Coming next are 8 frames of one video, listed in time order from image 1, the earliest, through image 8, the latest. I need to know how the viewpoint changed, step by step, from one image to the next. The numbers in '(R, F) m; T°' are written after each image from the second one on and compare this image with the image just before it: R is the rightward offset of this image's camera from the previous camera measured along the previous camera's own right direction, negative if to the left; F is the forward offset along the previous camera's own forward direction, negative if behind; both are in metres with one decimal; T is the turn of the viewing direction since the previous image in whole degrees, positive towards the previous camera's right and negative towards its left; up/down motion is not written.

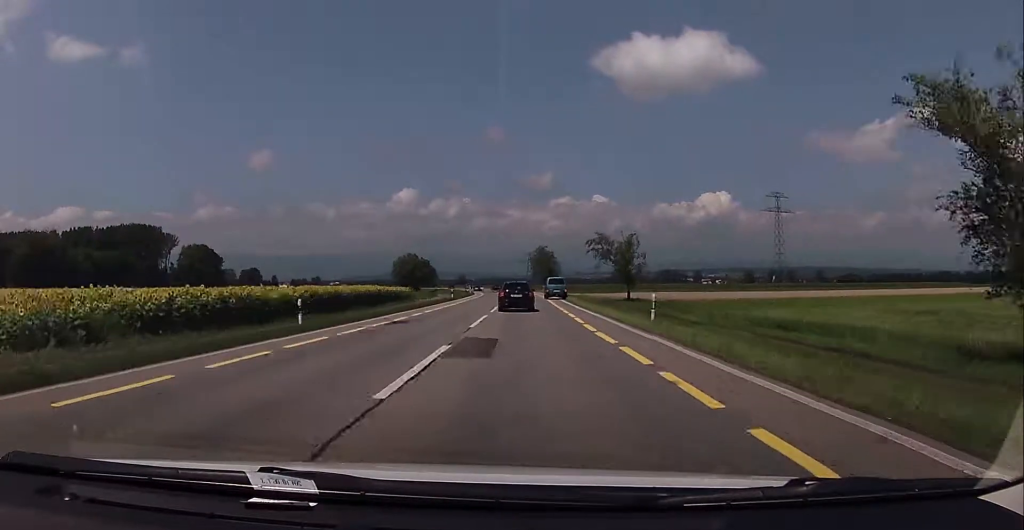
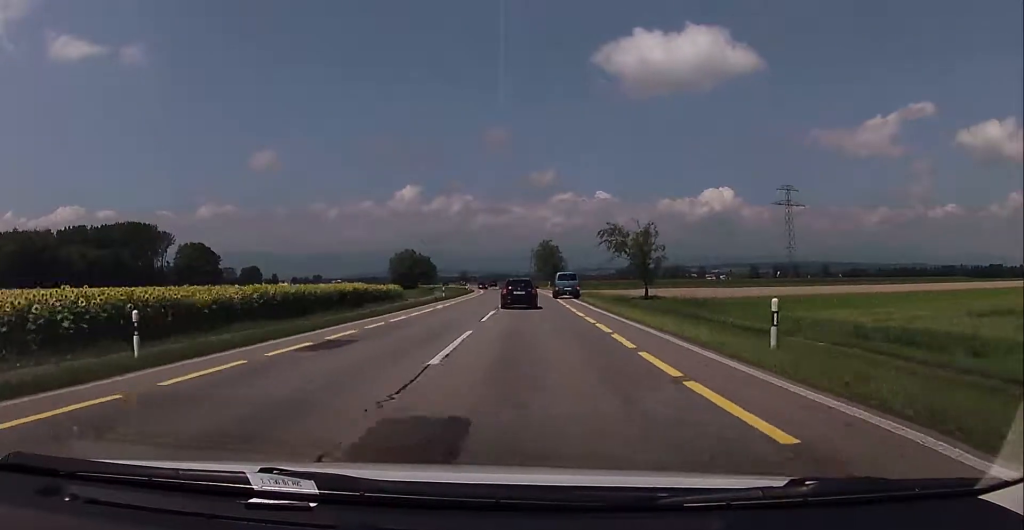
(0.0, +9.9) m; 0°
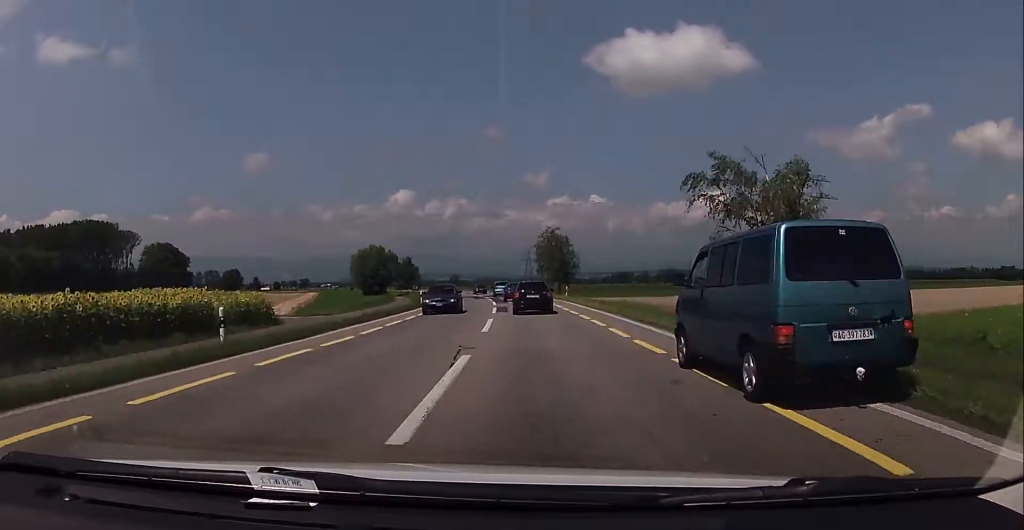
(+0.3, +41.3) m; +1°
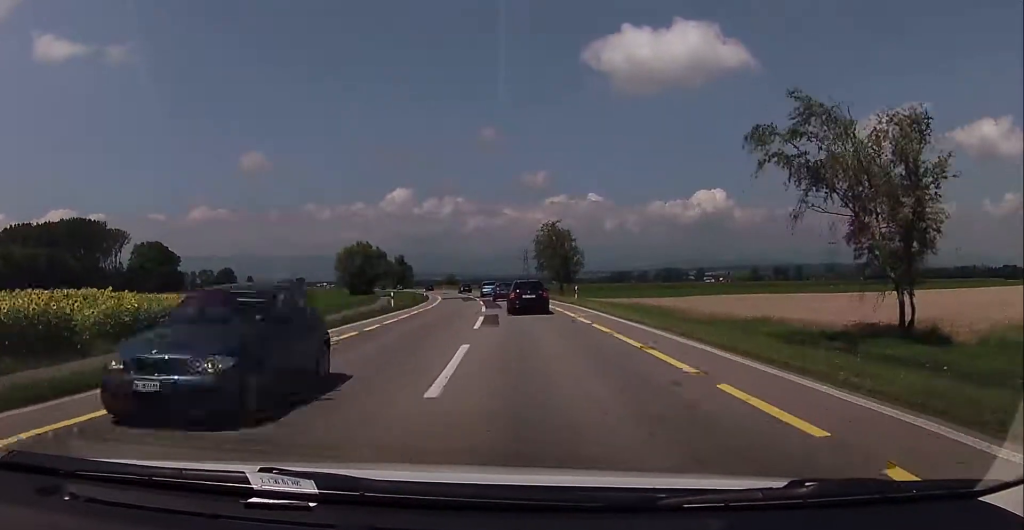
(+0.1, +10.6) m; -1°
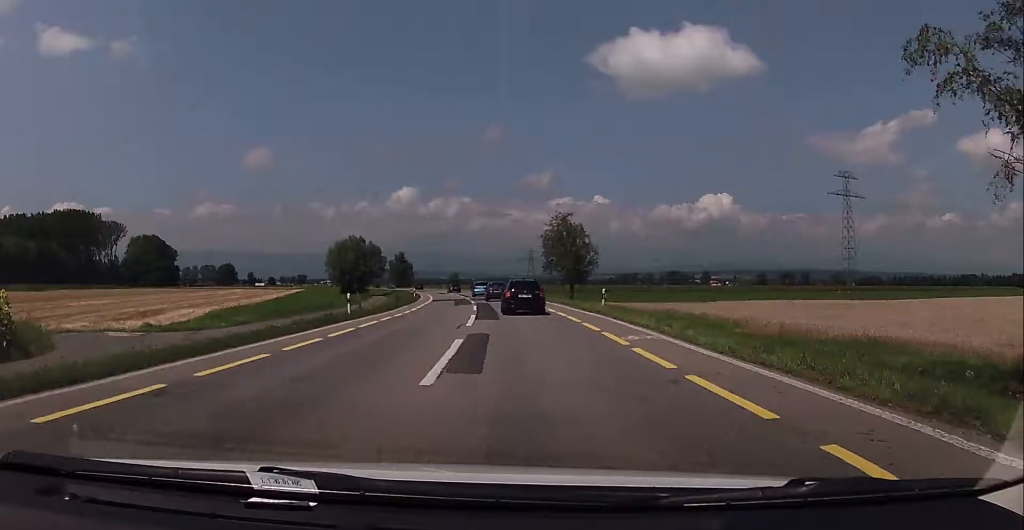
(-0.2, +11.2) m; 0°
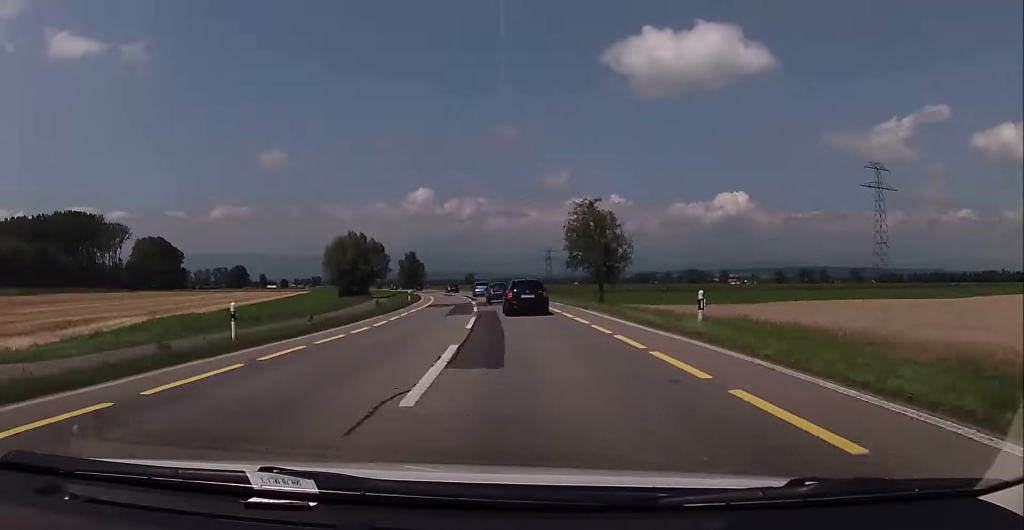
(0.0, +13.5) m; 0°
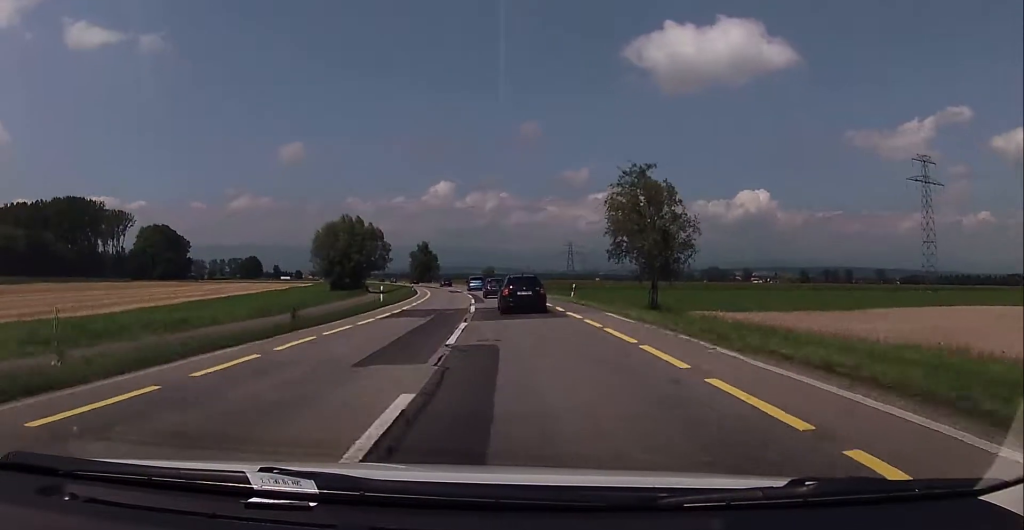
(-0.1, +18.7) m; -2°
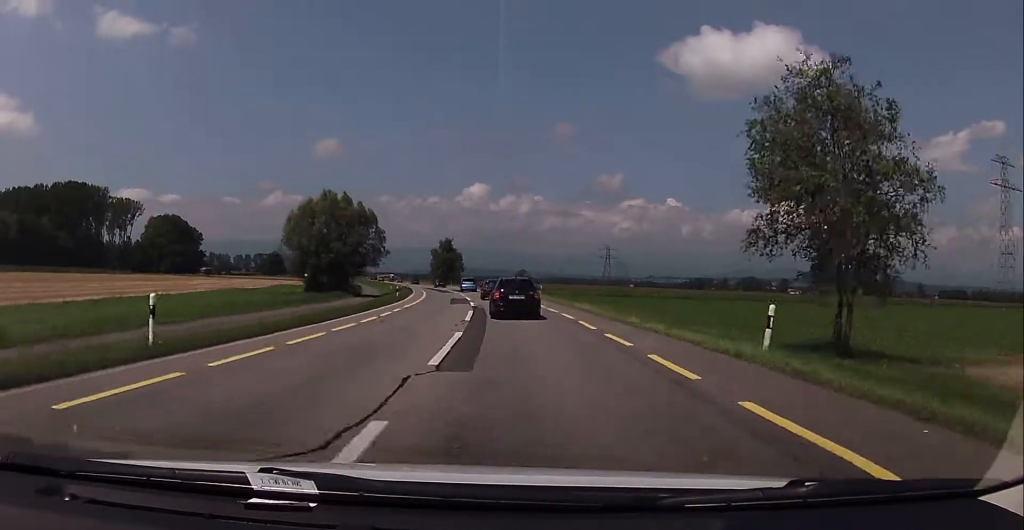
(-1.0, +27.5) m; -3°
